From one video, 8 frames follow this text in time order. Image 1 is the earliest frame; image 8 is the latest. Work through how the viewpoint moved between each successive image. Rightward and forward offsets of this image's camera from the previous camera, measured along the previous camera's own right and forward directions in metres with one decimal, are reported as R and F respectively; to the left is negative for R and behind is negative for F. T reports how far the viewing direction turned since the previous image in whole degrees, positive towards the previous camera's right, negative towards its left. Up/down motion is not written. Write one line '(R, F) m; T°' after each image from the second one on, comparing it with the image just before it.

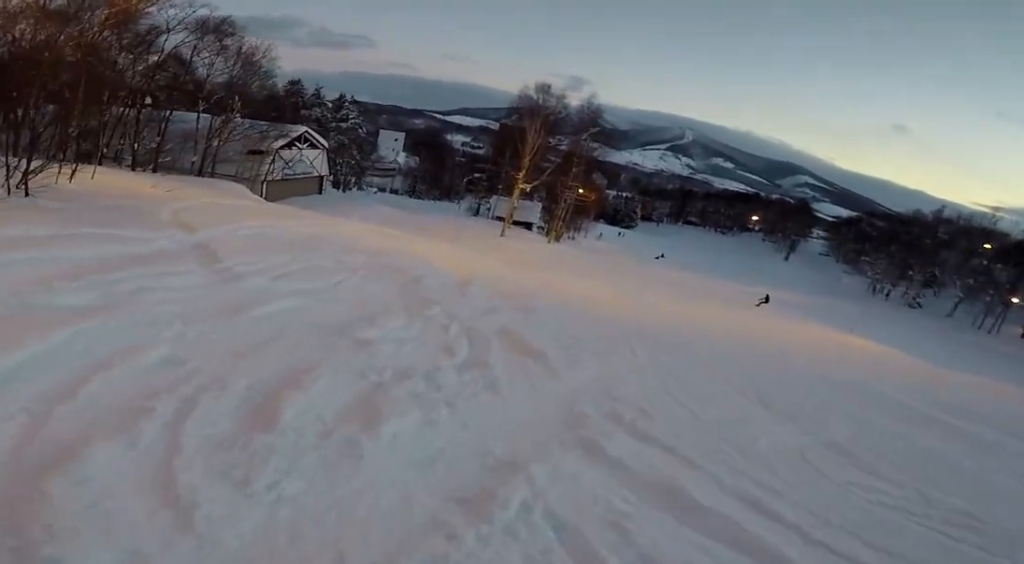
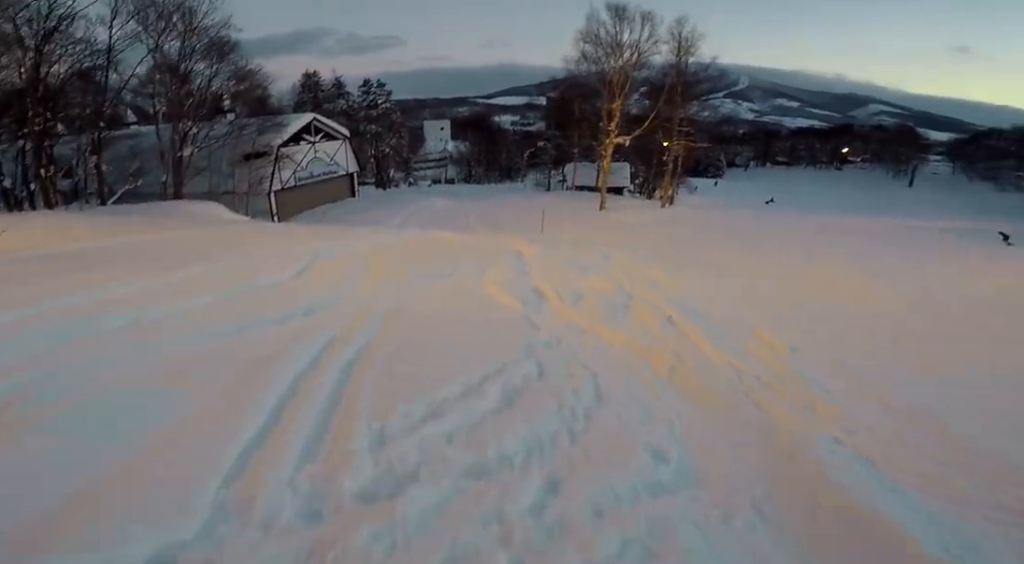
(-1.2, +11.8) m; -7°
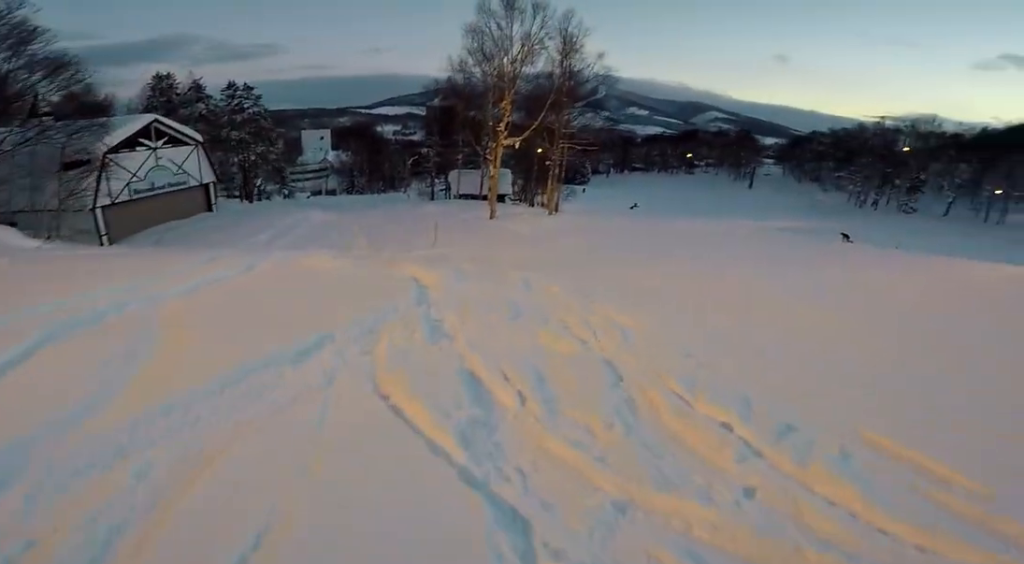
(0.0, +4.0) m; 0°
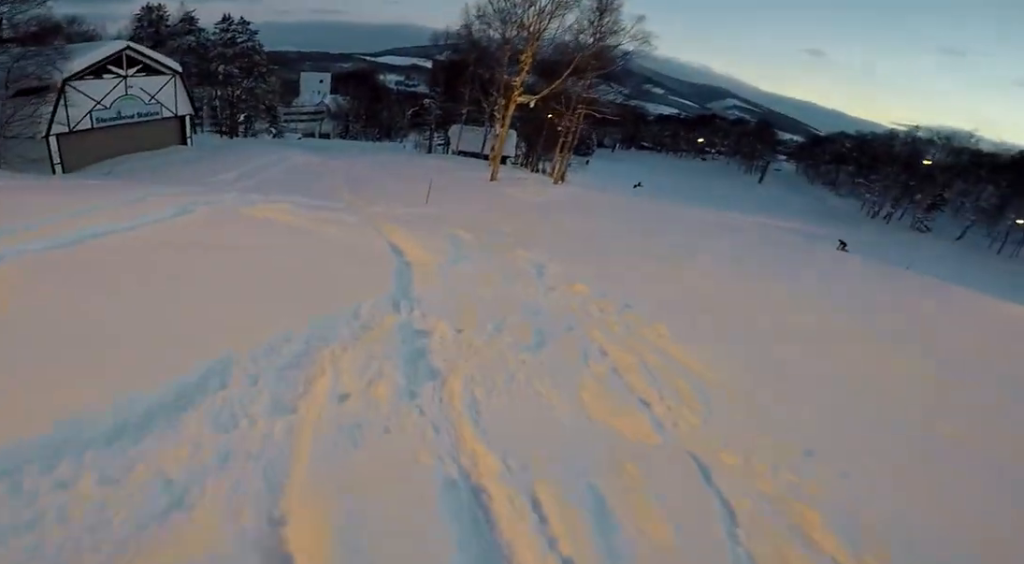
(0.0, +2.6) m; -3°
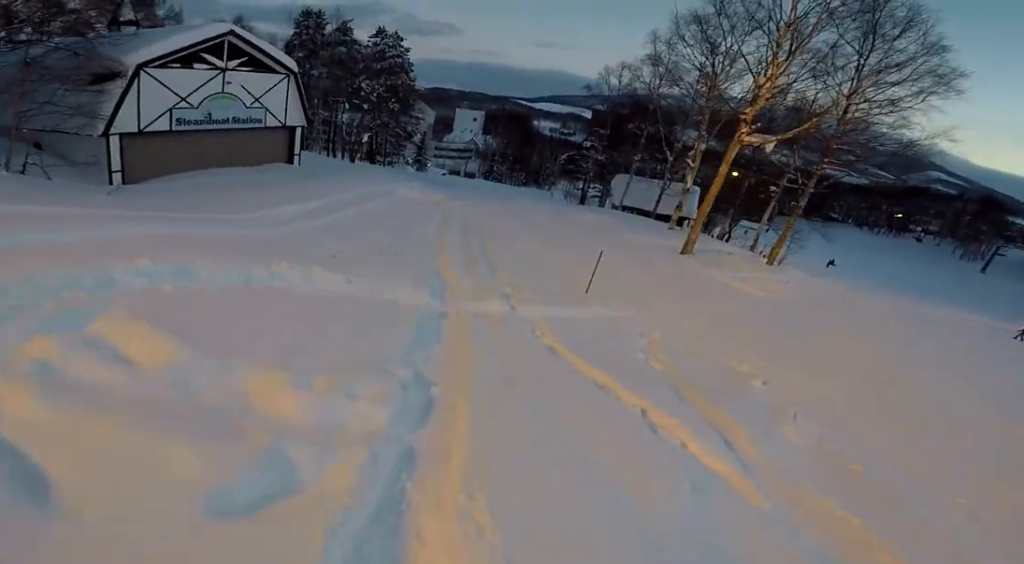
(-0.8, +8.5) m; -4°
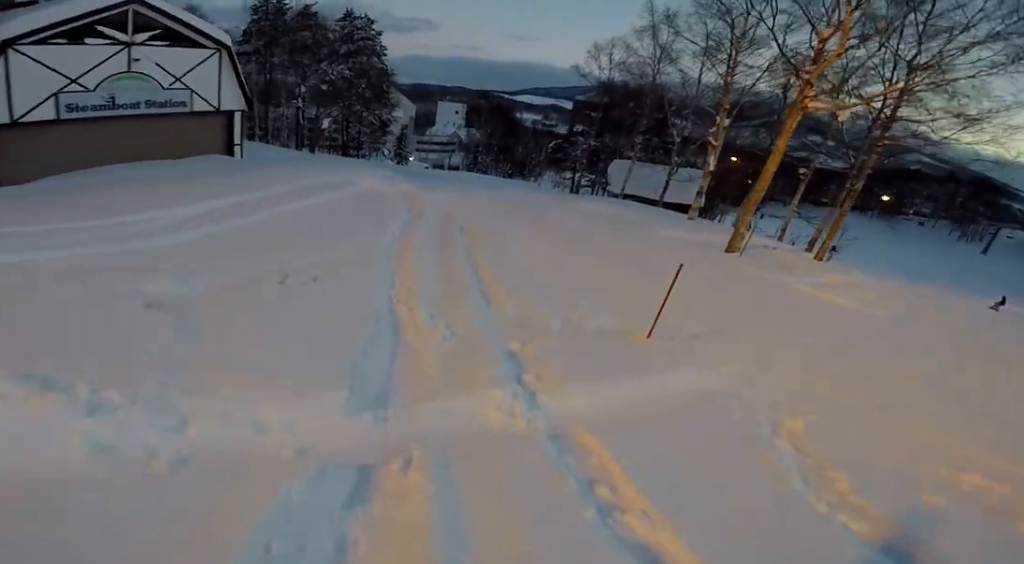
(+0.2, +4.2) m; +7°
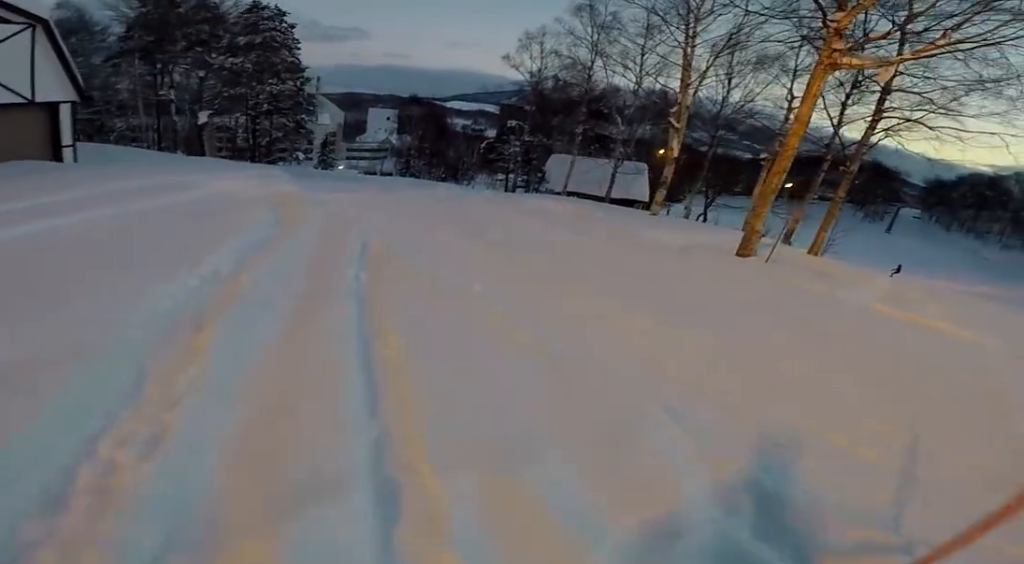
(+0.3, +4.2) m; +7°
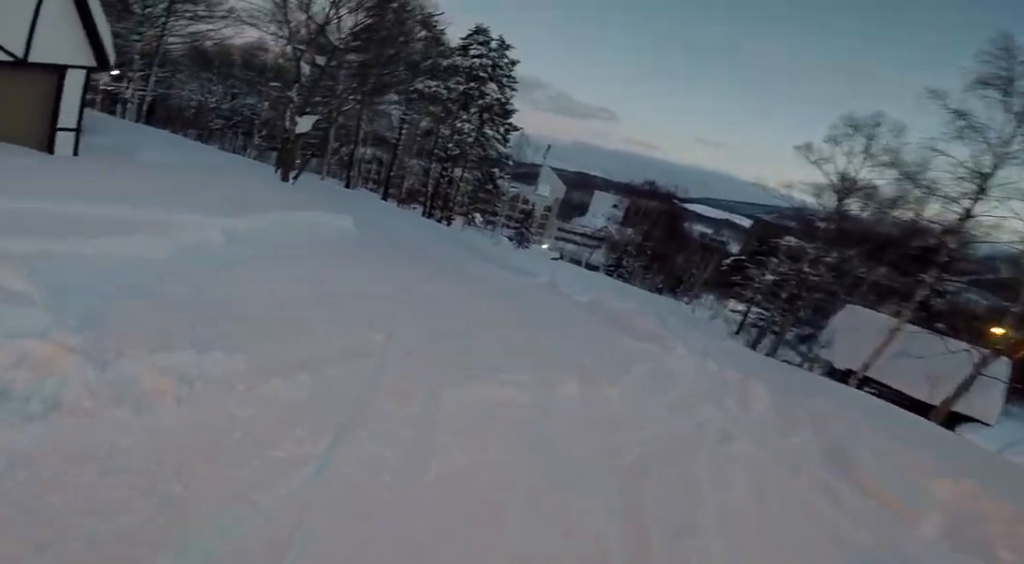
(-0.7, +8.9) m; -26°
